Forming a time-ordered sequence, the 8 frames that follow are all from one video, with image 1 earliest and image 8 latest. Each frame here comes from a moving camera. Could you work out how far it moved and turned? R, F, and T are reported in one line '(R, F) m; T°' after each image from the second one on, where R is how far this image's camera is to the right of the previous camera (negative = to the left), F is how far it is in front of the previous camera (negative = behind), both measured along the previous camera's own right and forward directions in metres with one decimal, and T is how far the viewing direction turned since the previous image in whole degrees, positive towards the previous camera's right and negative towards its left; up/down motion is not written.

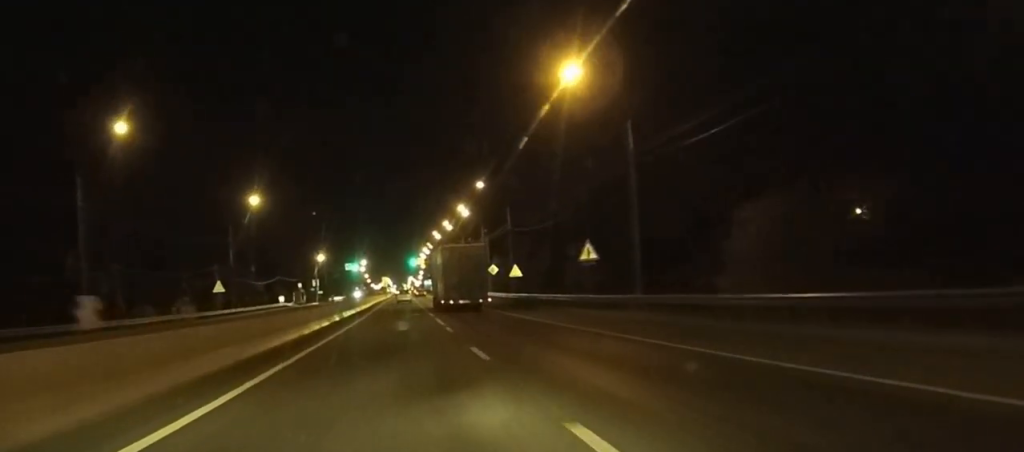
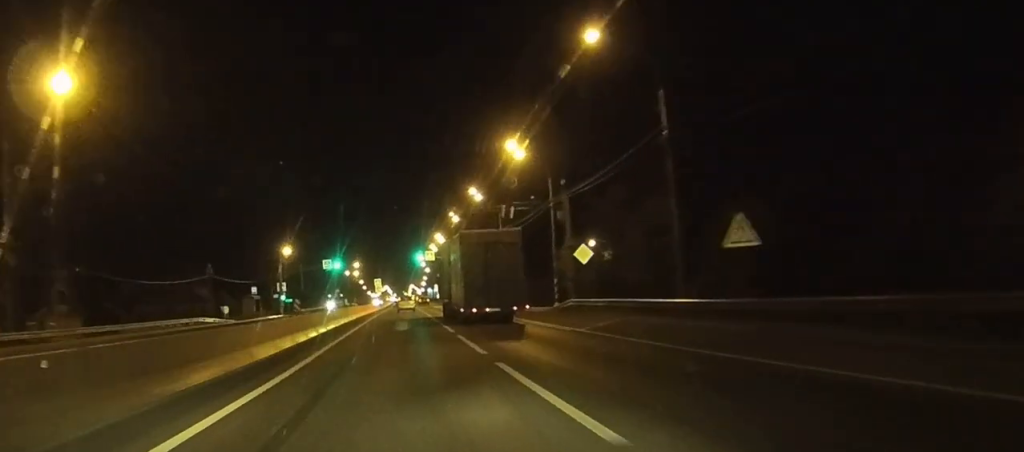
(-0.1, +50.9) m; 0°
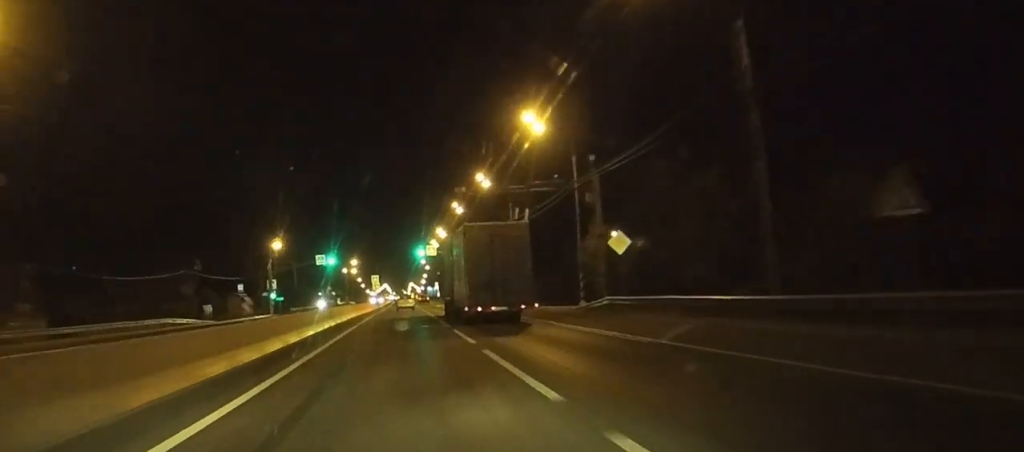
(0.0, +8.8) m; 0°
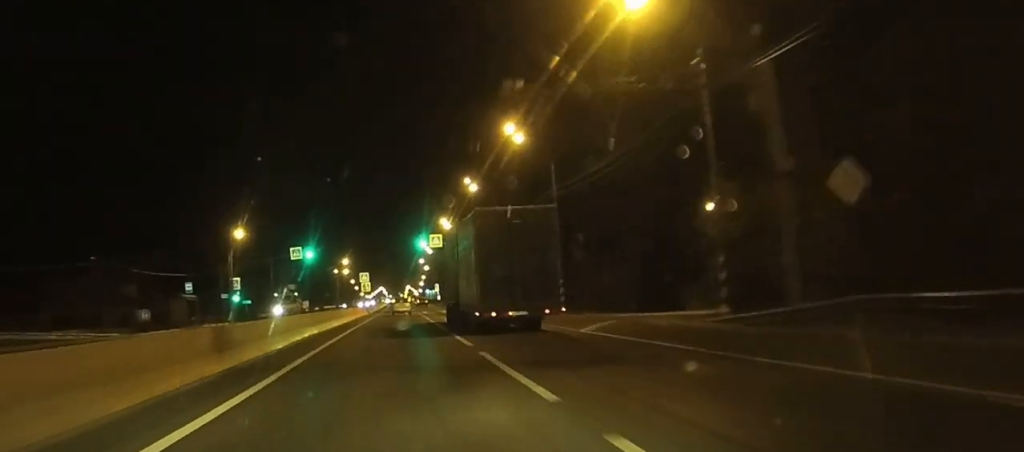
(0.0, +23.3) m; 0°
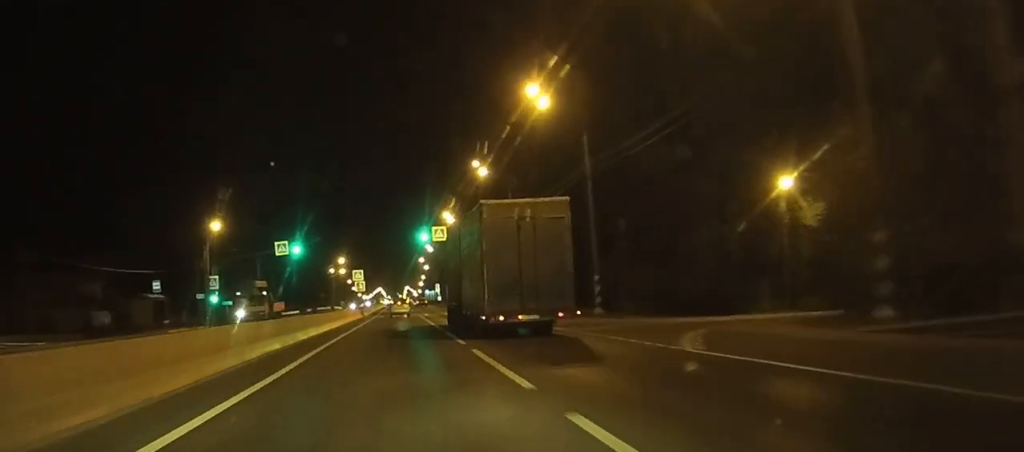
(0.0, +10.1) m; 0°
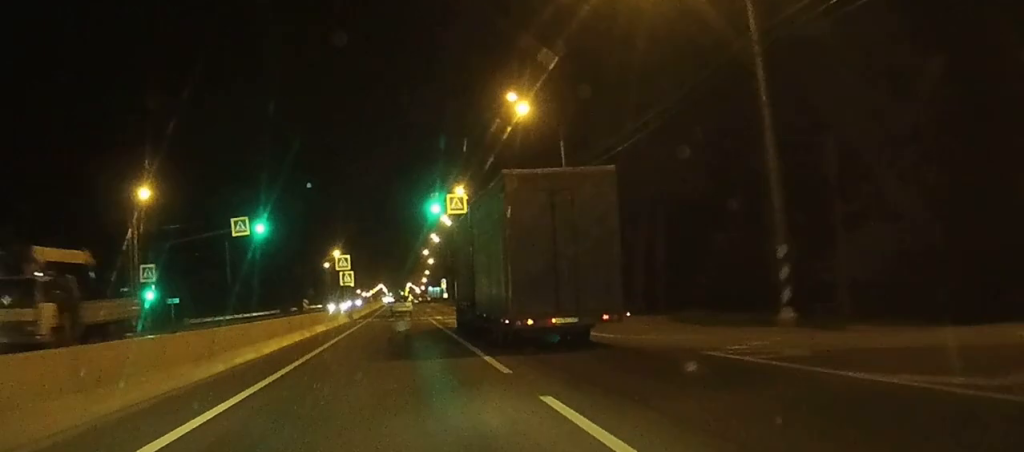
(0.0, +21.0) m; 0°
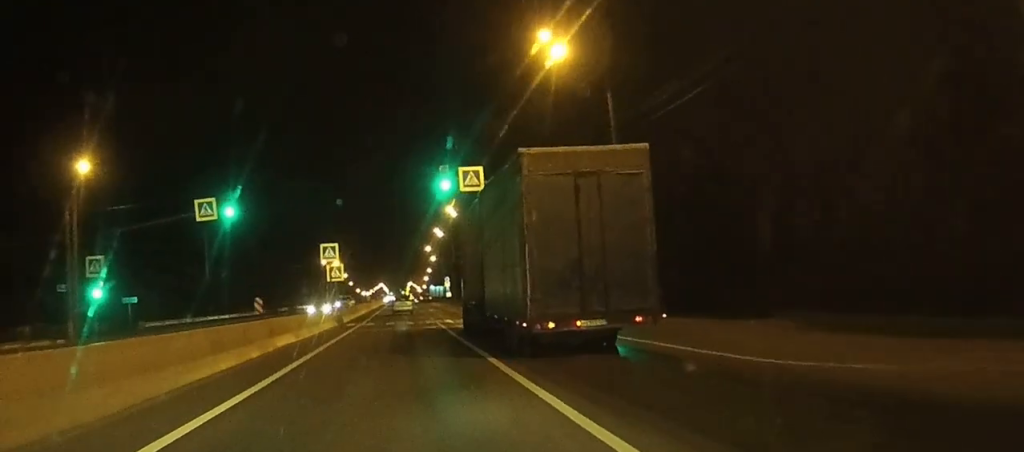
(0.0, +10.8) m; 0°
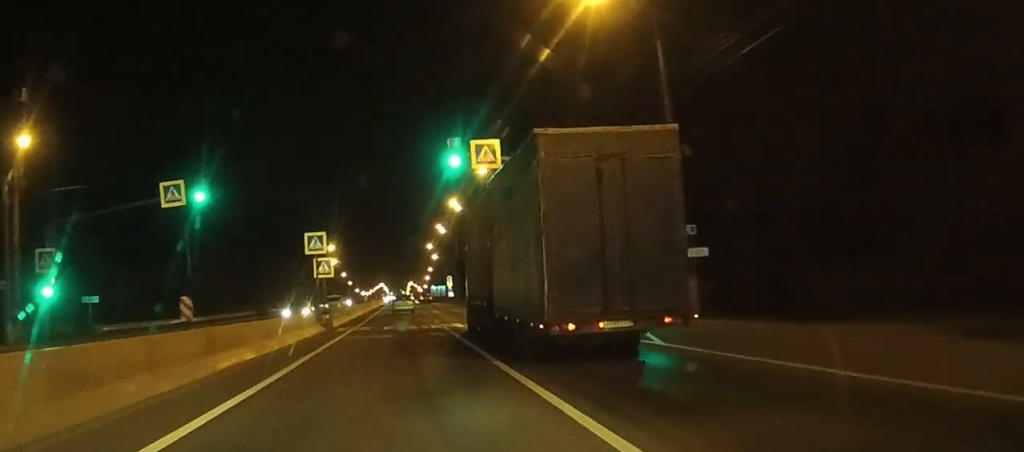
(0.0, +7.4) m; 0°
